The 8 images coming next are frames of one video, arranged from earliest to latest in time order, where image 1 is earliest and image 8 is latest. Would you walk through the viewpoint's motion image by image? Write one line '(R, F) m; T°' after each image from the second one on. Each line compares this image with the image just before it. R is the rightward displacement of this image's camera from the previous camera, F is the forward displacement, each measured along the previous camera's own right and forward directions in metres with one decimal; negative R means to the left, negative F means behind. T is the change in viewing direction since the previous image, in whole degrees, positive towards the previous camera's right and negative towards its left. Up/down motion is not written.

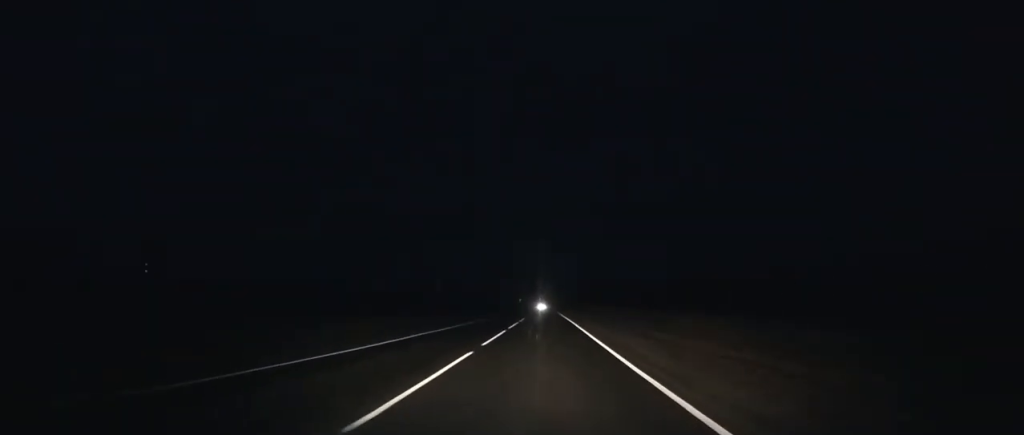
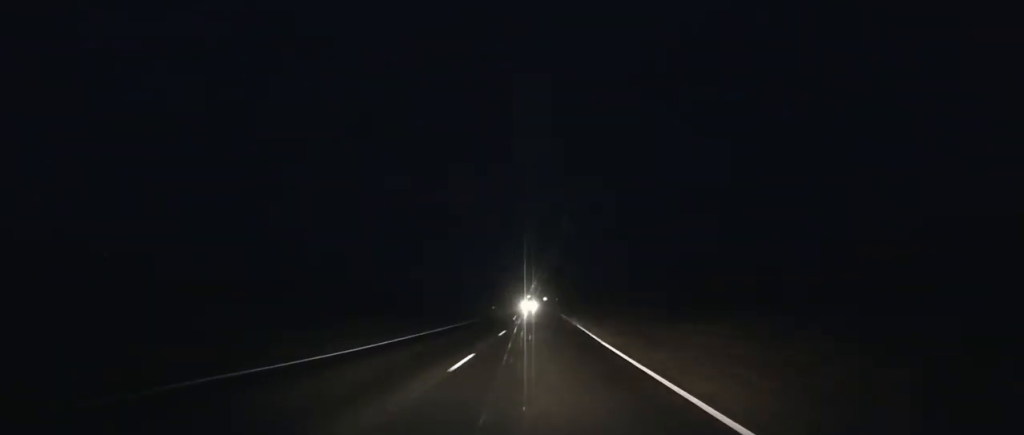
(+0.2, +153.3) m; 0°
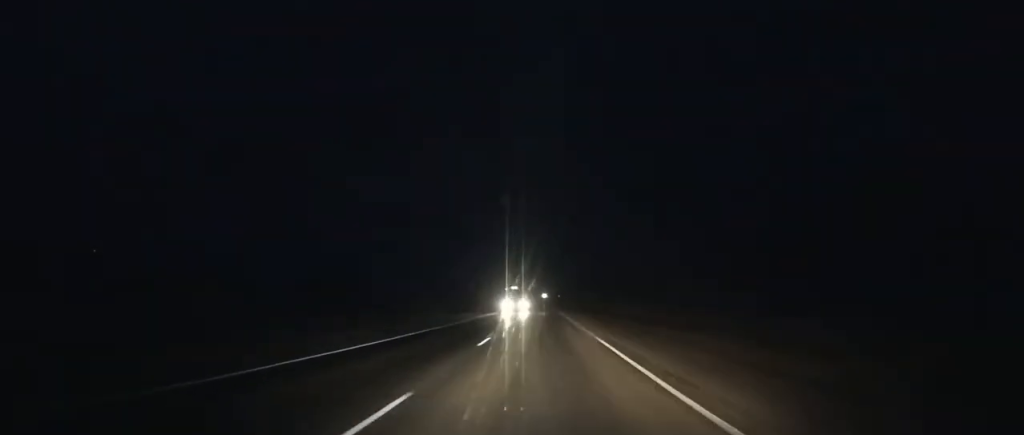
(+0.1, +42.2) m; 0°
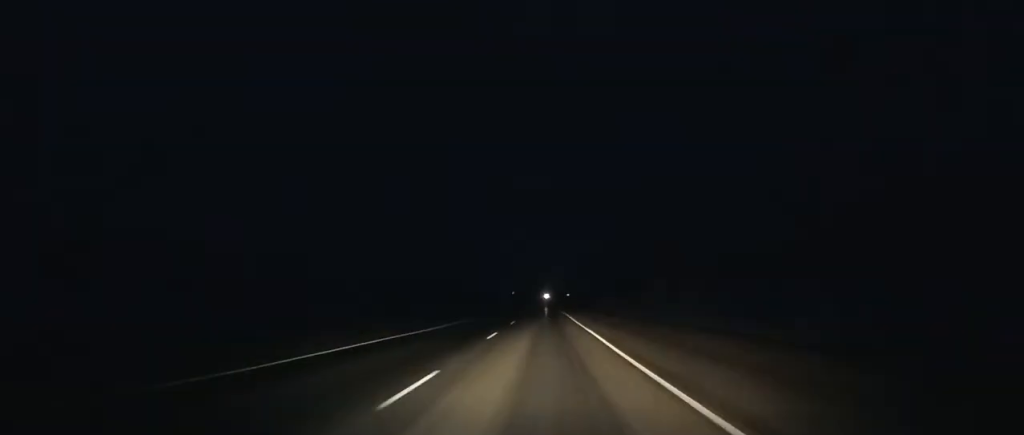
(-0.1, +66.3) m; 0°
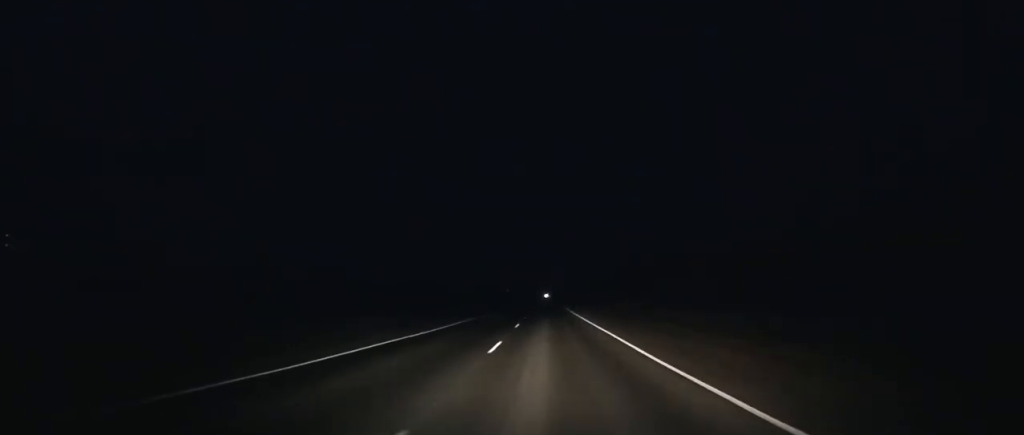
(+0.1, +234.3) m; 0°
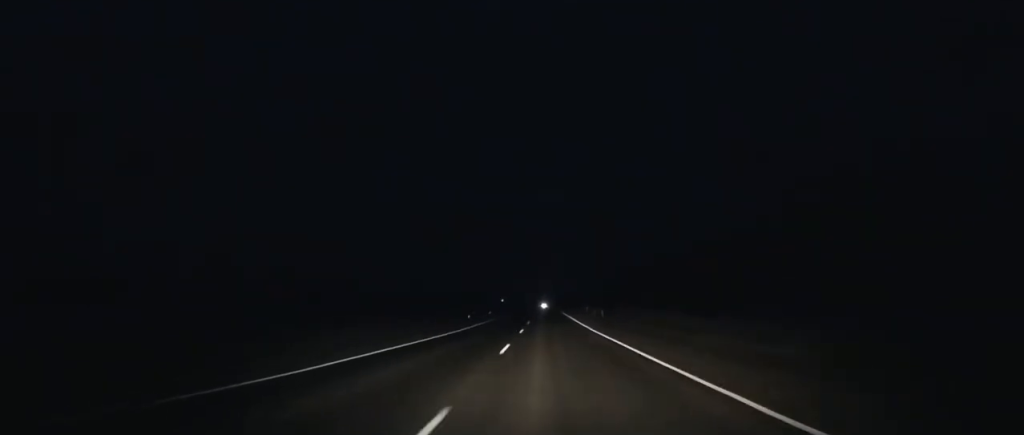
(-0.2, +81.9) m; 0°
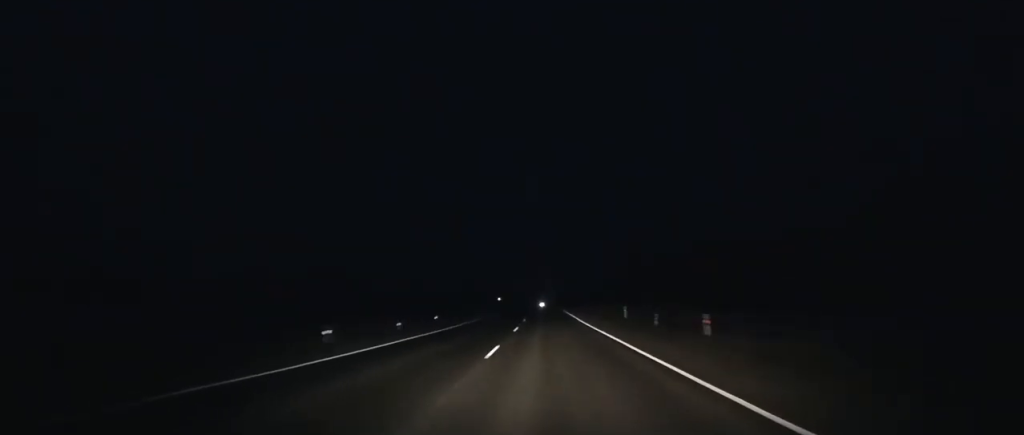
(-0.1, +38.5) m; 0°
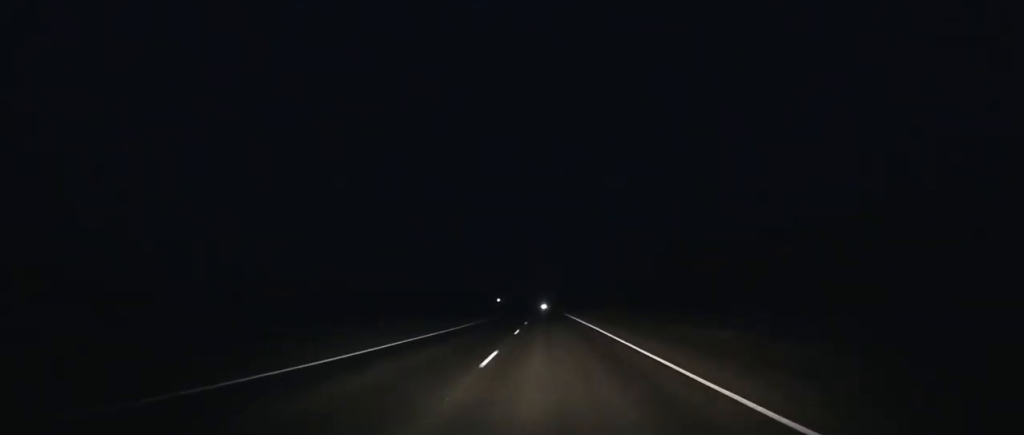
(-0.1, +58.7) m; 0°
